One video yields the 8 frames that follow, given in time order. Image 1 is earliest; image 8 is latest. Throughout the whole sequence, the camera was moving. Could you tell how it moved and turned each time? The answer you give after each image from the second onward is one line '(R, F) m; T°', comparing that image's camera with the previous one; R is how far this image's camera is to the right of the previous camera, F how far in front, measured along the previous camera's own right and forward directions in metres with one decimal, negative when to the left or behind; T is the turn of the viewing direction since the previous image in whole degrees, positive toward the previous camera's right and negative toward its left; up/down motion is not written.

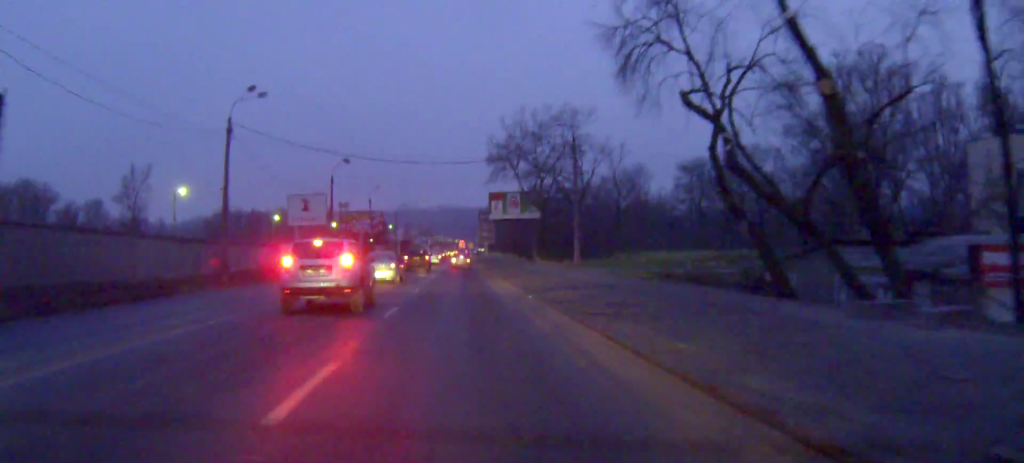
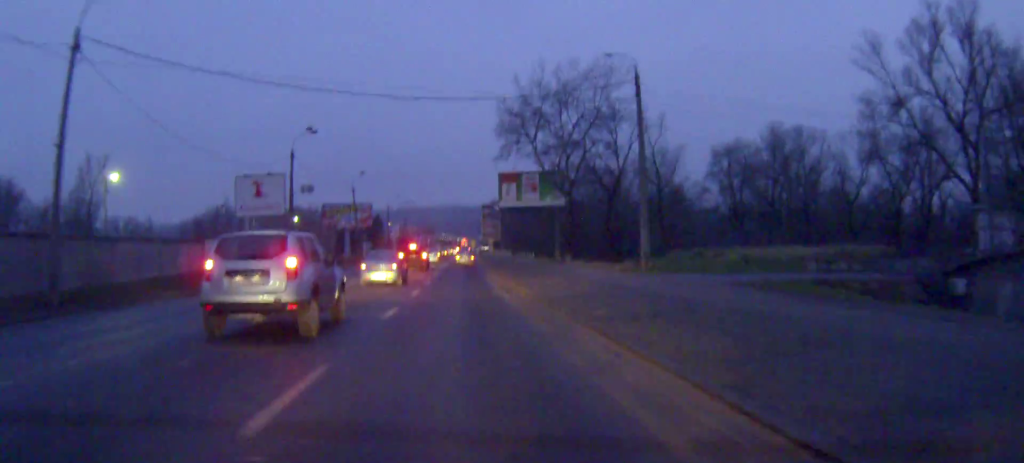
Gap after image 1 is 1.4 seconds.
(0.0, +19.1) m; 0°
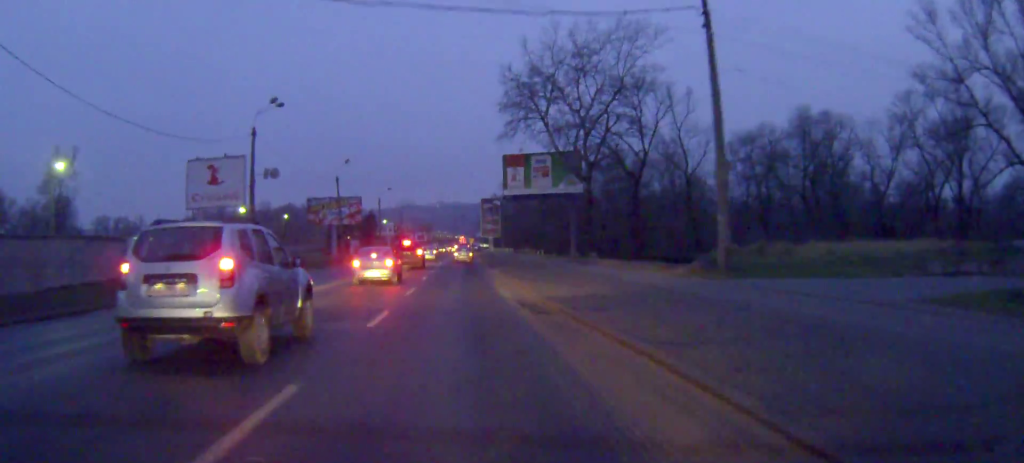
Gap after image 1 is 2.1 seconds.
(0.0, +10.6) m; +1°
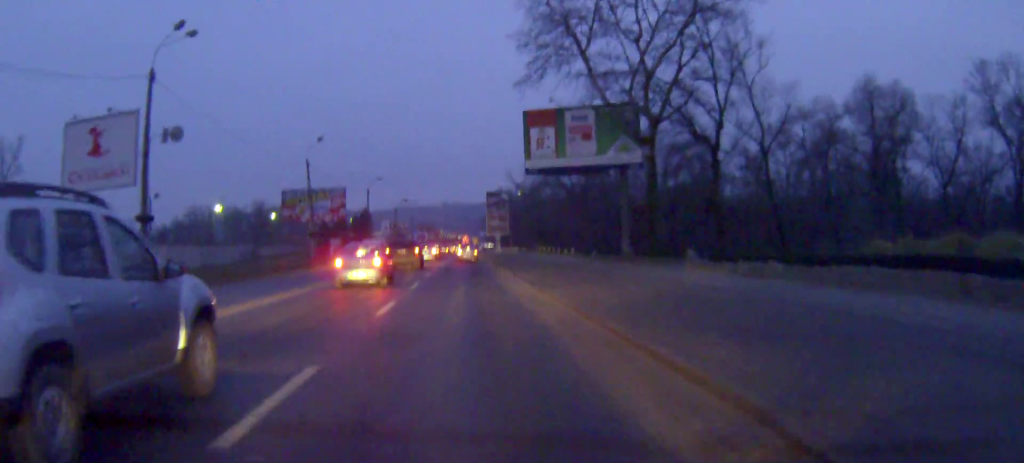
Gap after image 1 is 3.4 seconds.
(+0.3, +17.4) m; 0°
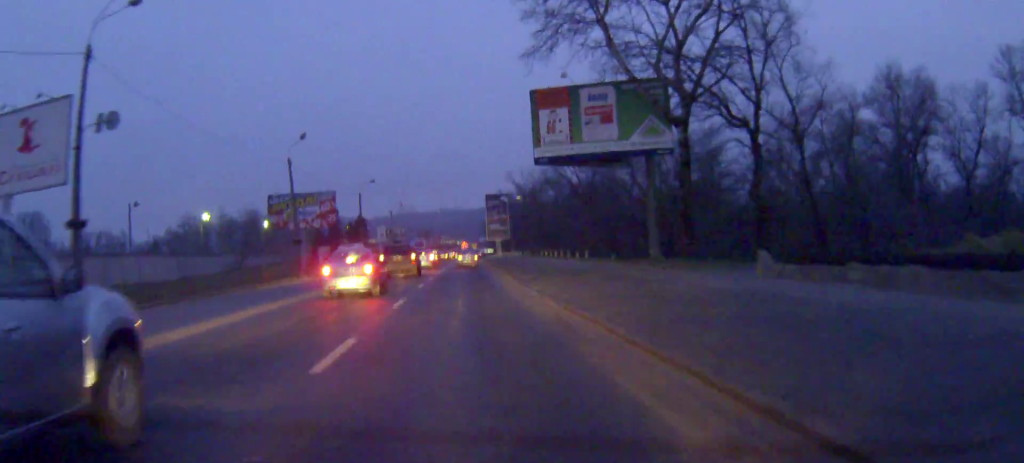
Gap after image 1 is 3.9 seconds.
(-0.1, +6.1) m; -1°
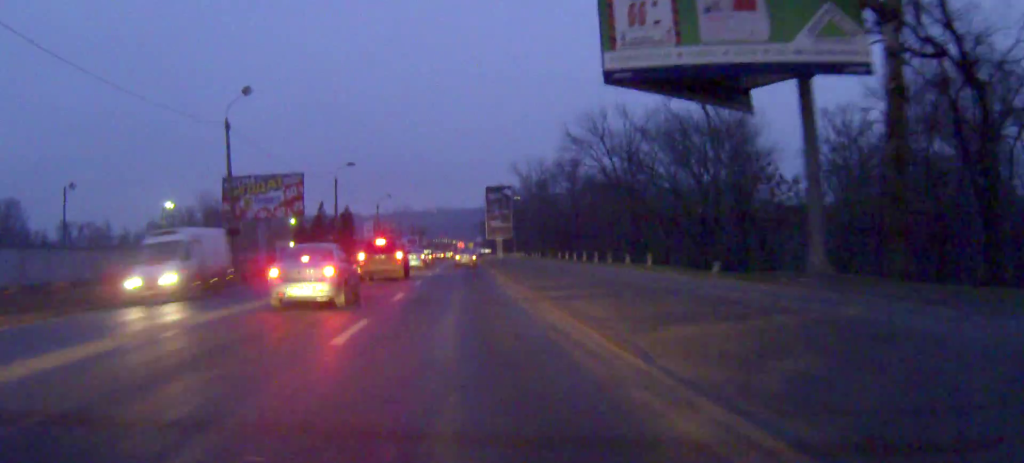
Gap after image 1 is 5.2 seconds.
(-0.3, +16.5) m; 0°
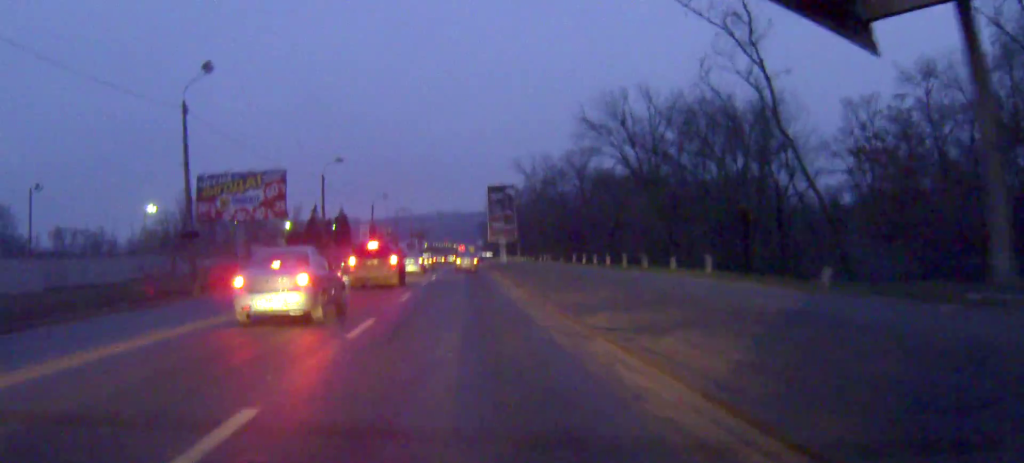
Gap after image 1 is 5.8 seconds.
(+0.1, +7.2) m; +1°
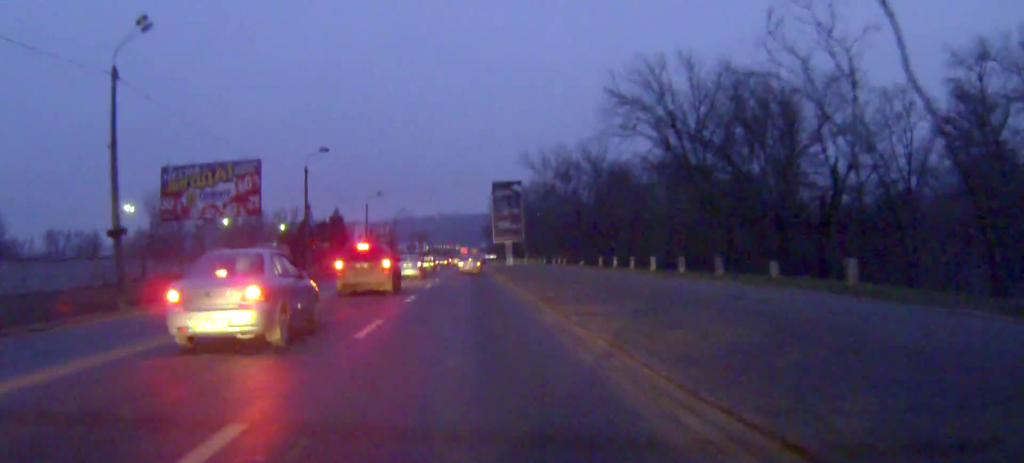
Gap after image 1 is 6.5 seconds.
(+0.1, +8.7) m; +1°
